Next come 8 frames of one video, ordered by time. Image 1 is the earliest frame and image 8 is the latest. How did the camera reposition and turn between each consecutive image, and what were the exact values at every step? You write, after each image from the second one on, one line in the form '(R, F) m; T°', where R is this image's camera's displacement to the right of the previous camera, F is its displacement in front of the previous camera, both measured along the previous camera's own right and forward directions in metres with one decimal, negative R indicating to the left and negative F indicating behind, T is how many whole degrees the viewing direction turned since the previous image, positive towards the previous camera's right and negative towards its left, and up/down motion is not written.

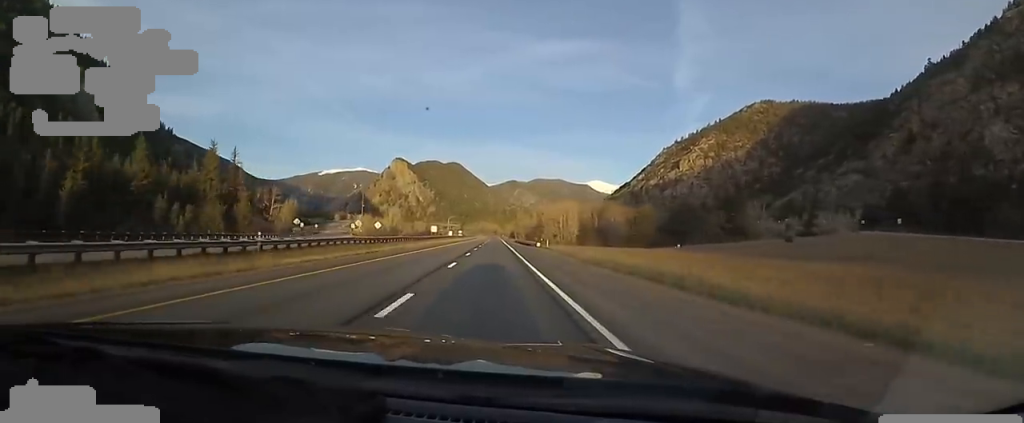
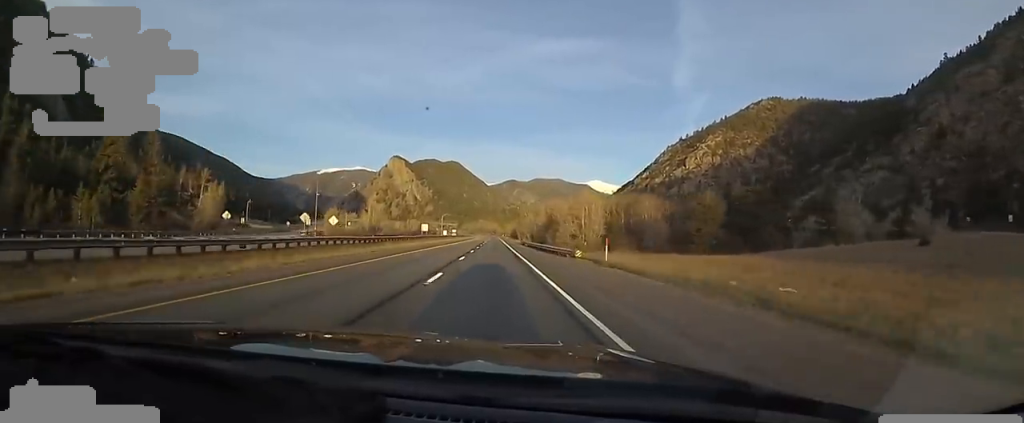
(+0.4, +30.7) m; +1°
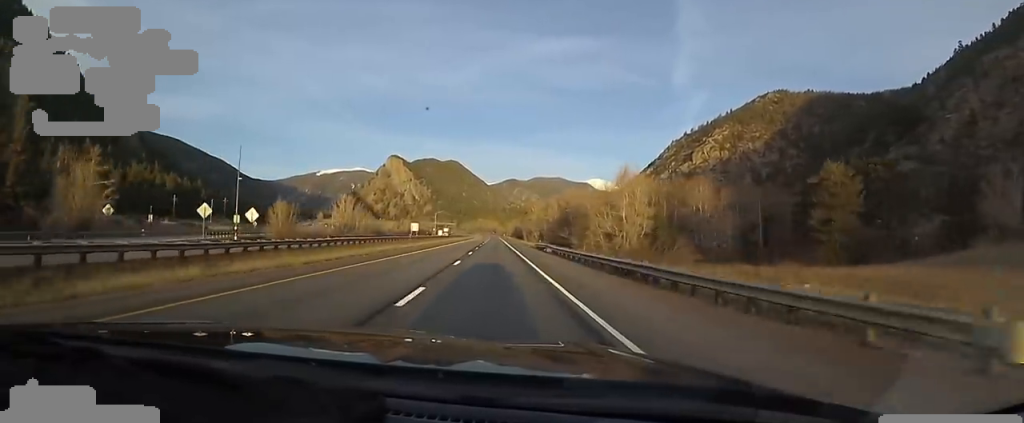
(+0.4, +28.4) m; +1°
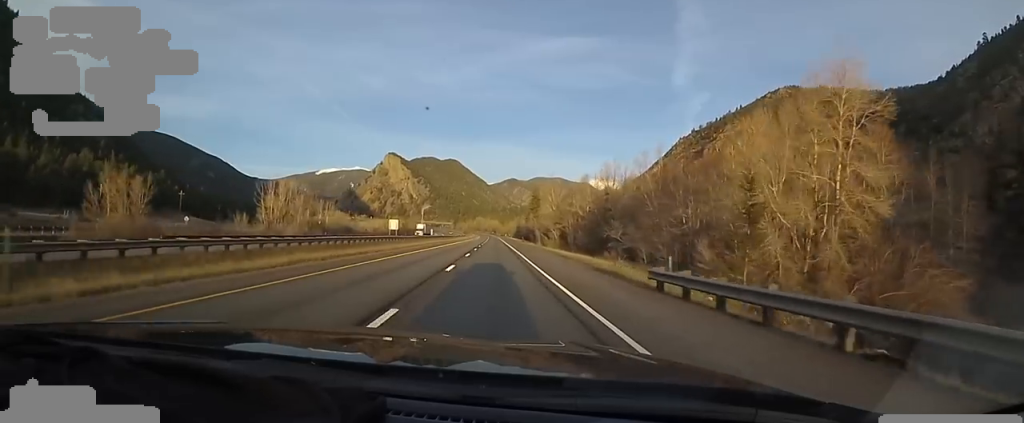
(+0.1, +39.8) m; -2°
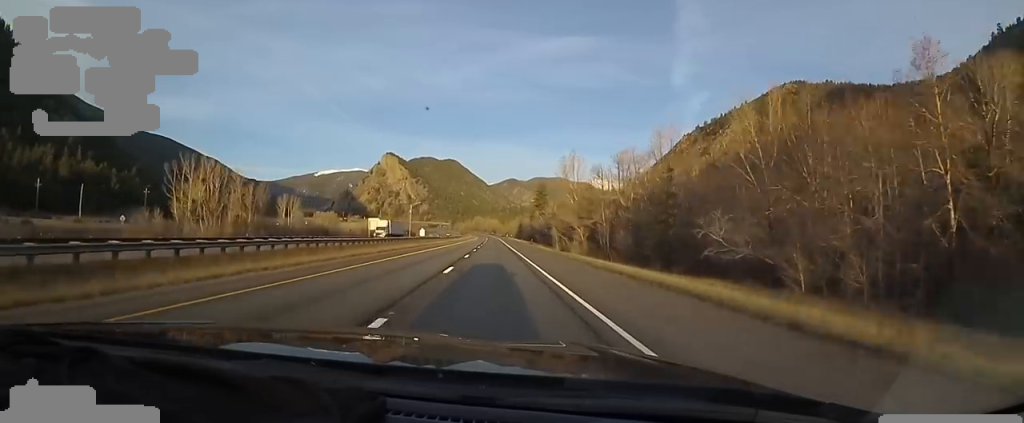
(-0.9, +25.1) m; -1°
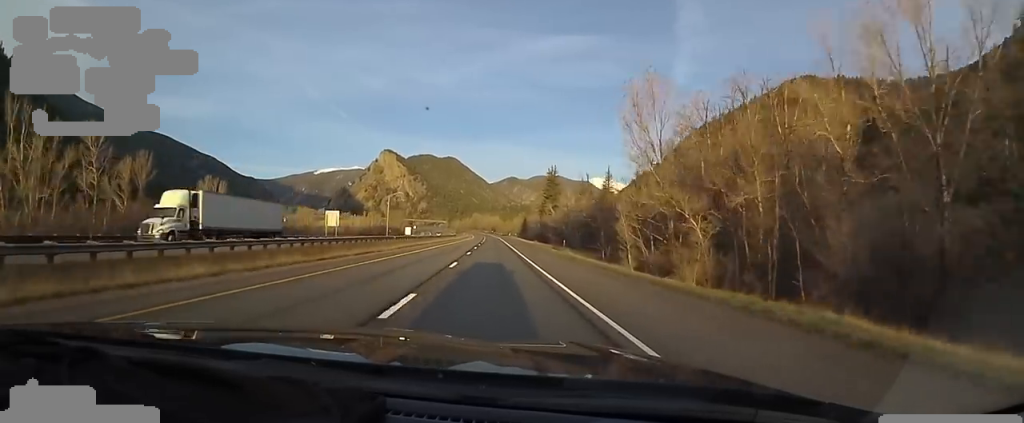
(+0.3, +33.4) m; +2°
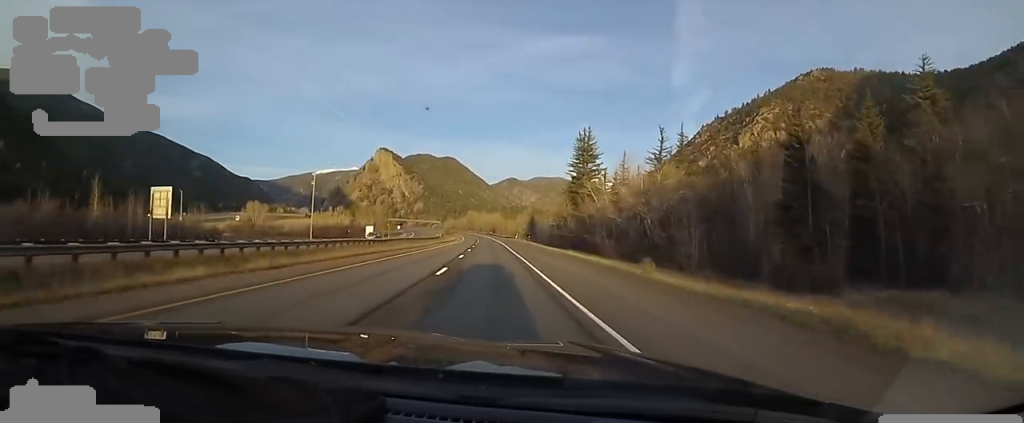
(+0.8, +52.1) m; 0°
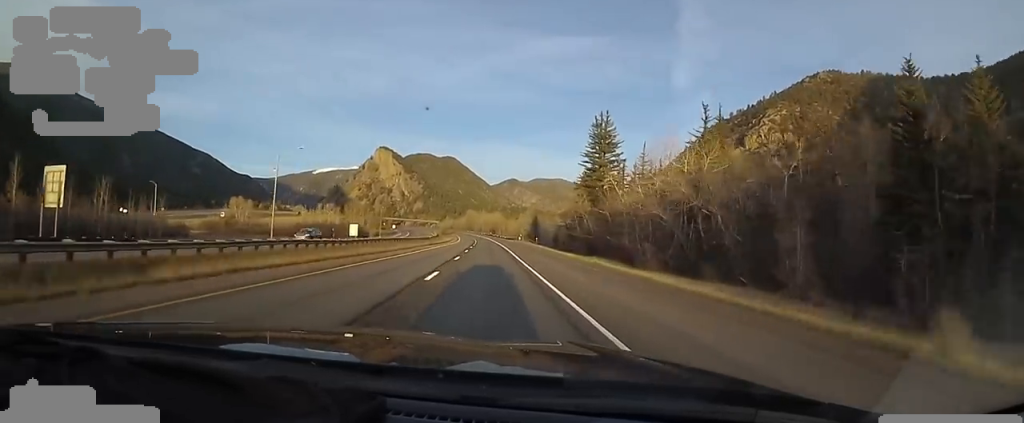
(+0.3, +13.5) m; -1°
